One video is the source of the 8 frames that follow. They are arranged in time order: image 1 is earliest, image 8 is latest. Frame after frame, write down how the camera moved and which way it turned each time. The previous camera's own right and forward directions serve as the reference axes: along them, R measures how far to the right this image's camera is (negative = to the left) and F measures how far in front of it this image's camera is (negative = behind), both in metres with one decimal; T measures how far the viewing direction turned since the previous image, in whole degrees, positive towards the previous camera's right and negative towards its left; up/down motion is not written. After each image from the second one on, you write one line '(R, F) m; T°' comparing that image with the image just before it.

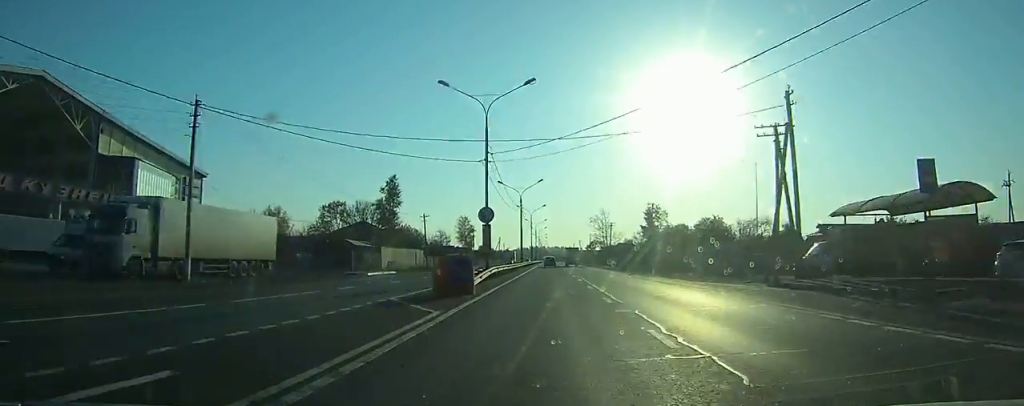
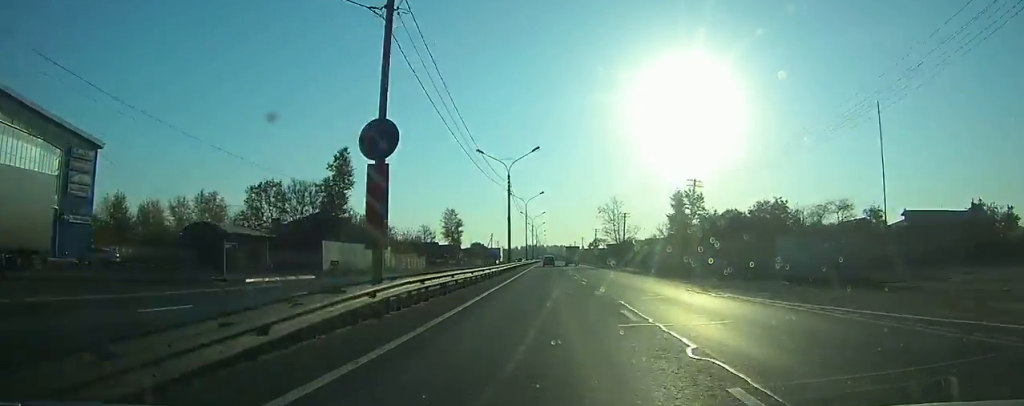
(0.0, +20.0) m; 0°
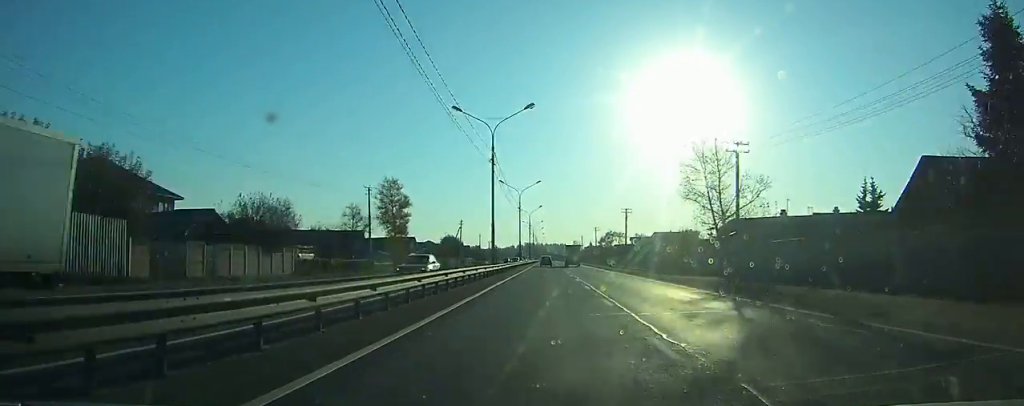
(0.0, +52.6) m; 0°
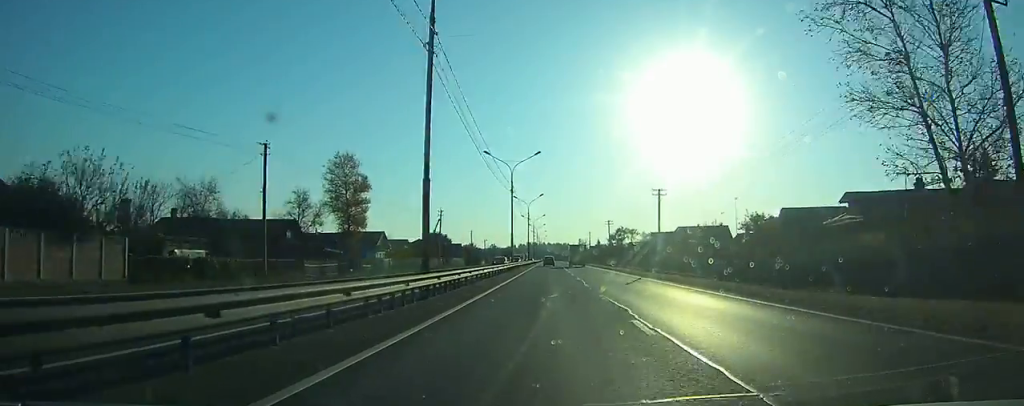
(0.0, +22.0) m; 0°
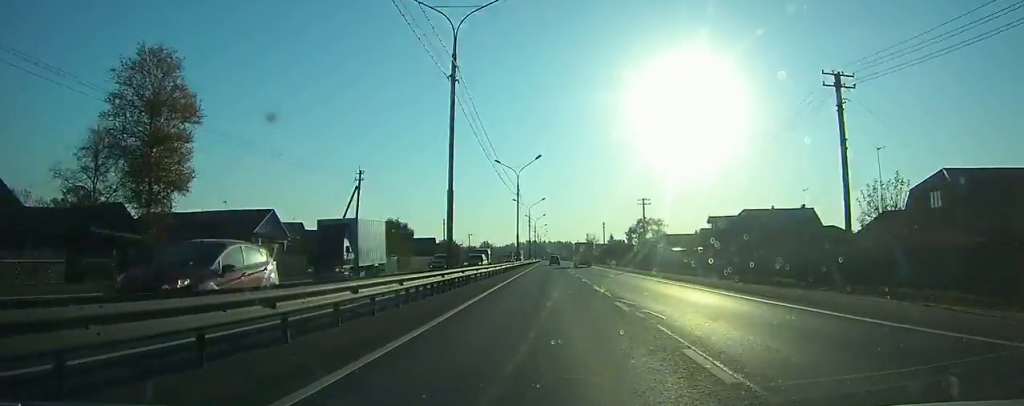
(-0.1, +36.3) m; 0°
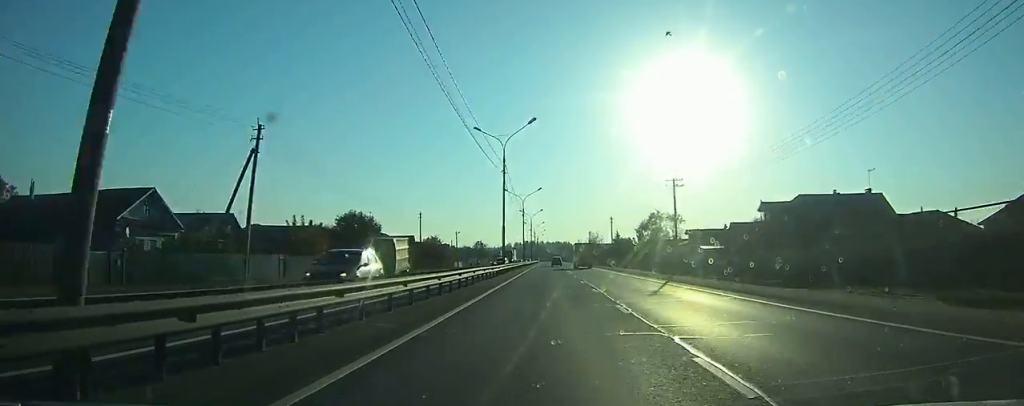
(+0.1, +16.8) m; 0°
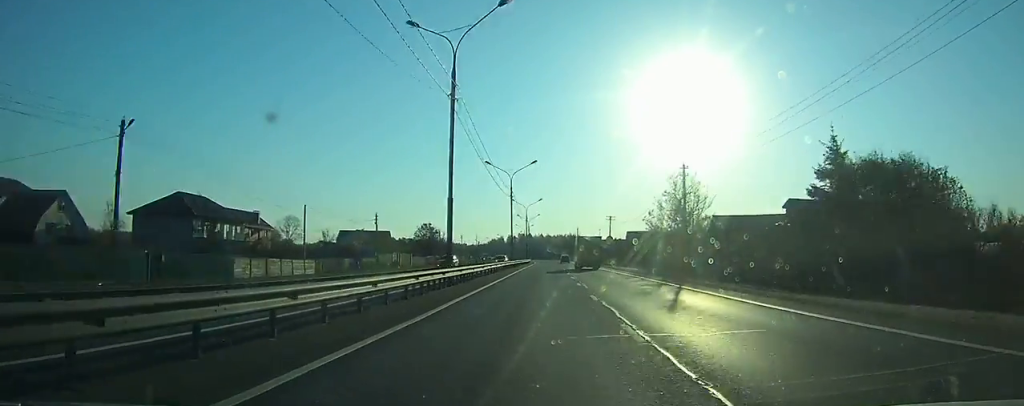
(+0.1, +101.7) m; 0°
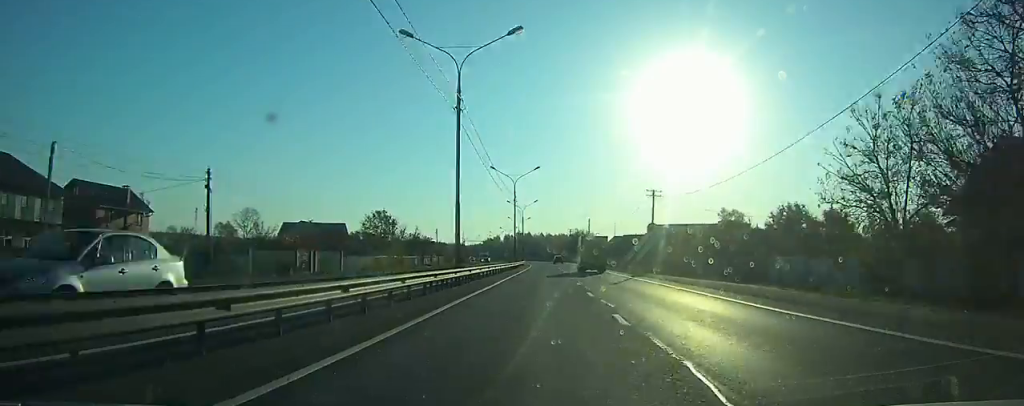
(-0.1, +38.5) m; 0°
